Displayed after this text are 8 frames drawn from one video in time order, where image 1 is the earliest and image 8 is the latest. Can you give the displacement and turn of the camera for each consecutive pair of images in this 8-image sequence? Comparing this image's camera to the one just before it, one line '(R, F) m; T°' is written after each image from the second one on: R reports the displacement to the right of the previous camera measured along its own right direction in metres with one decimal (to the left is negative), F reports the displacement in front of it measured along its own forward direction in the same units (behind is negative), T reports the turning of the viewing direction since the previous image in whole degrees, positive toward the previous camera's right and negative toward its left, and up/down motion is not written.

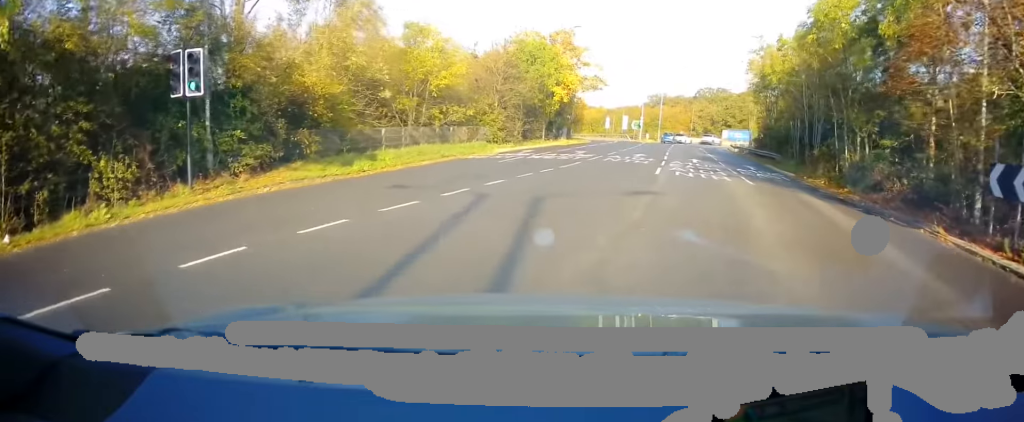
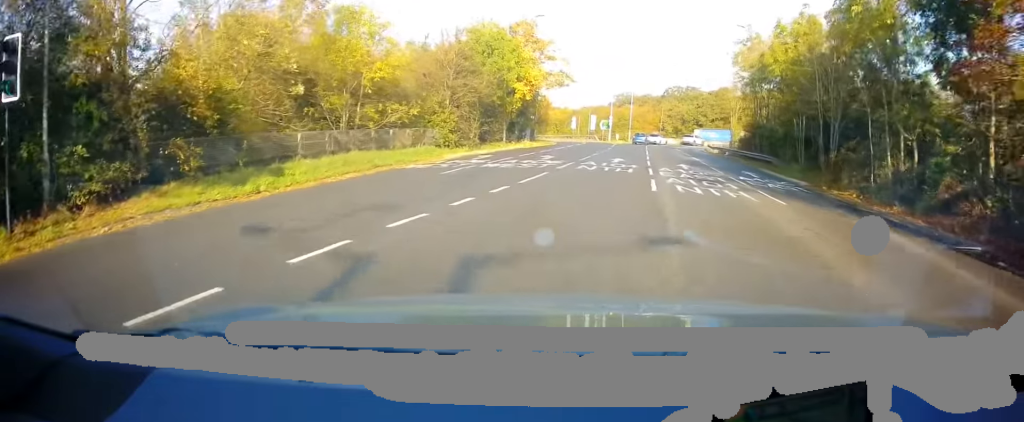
(+0.7, +5.1) m; +2°
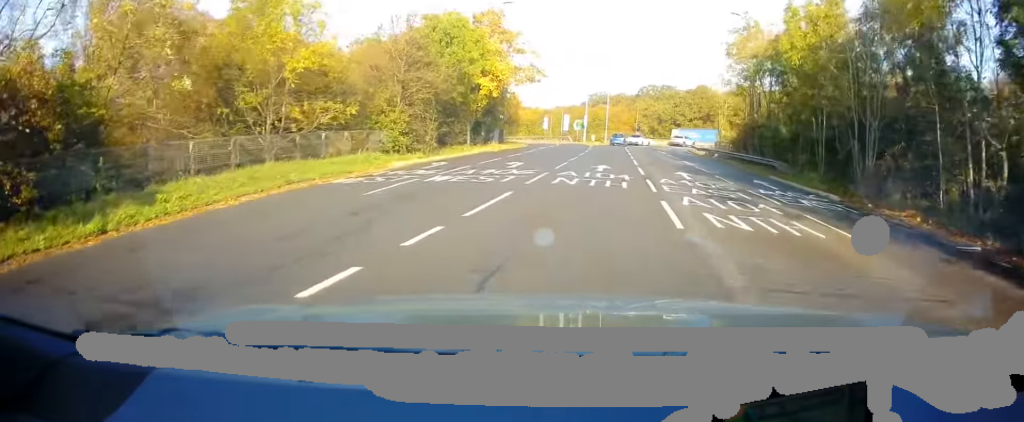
(-0.4, +4.8) m; +2°
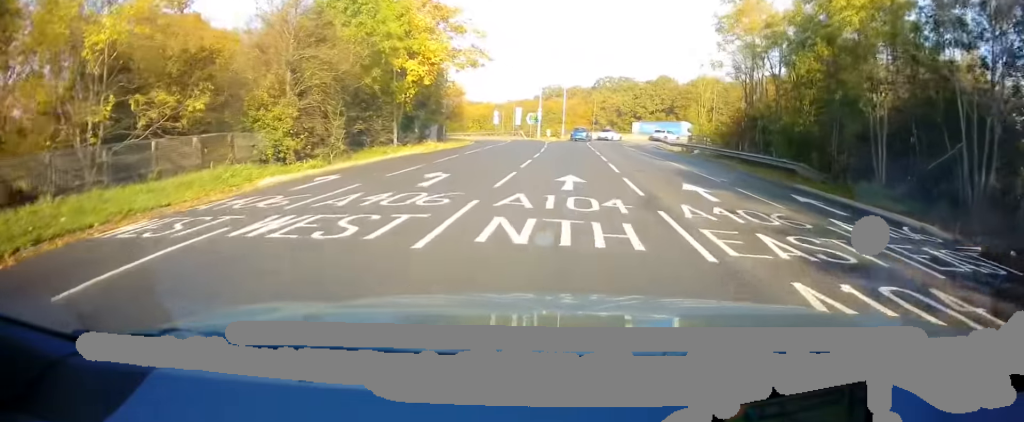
(+0.6, +7.5) m; +7°
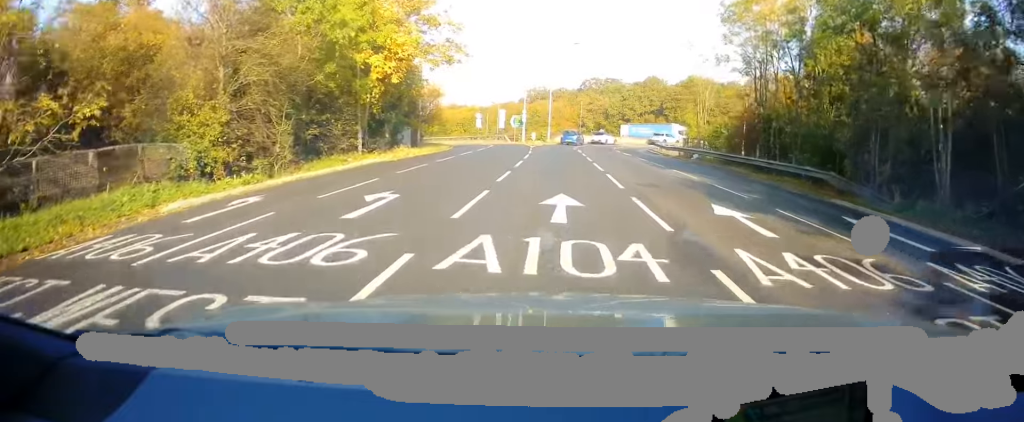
(0.0, +3.8) m; +1°
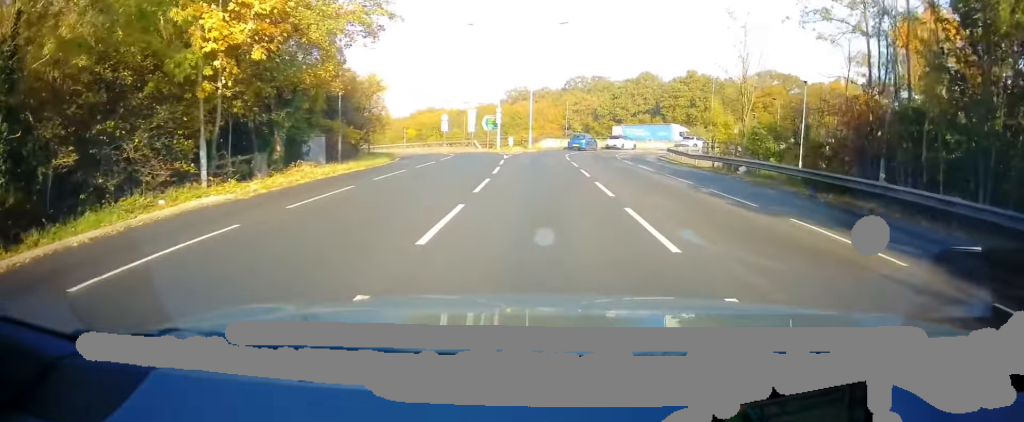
(0.0, +12.2) m; 0°
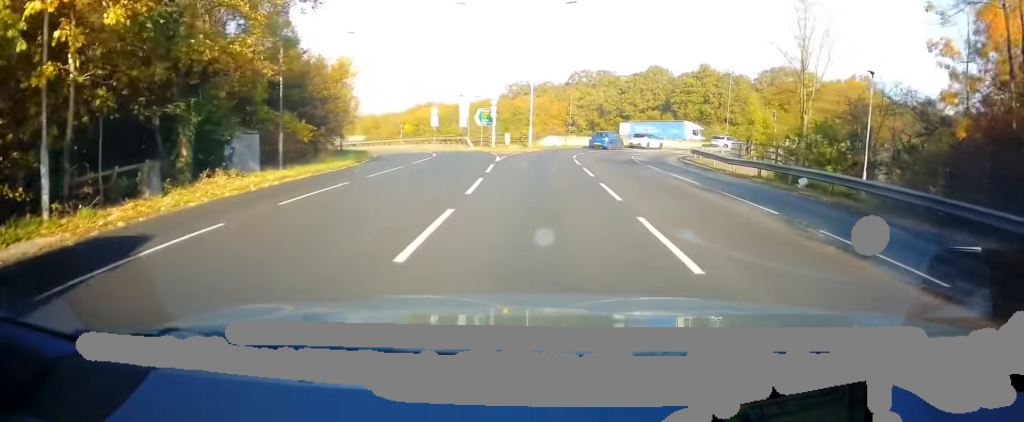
(0.0, +6.3) m; +1°
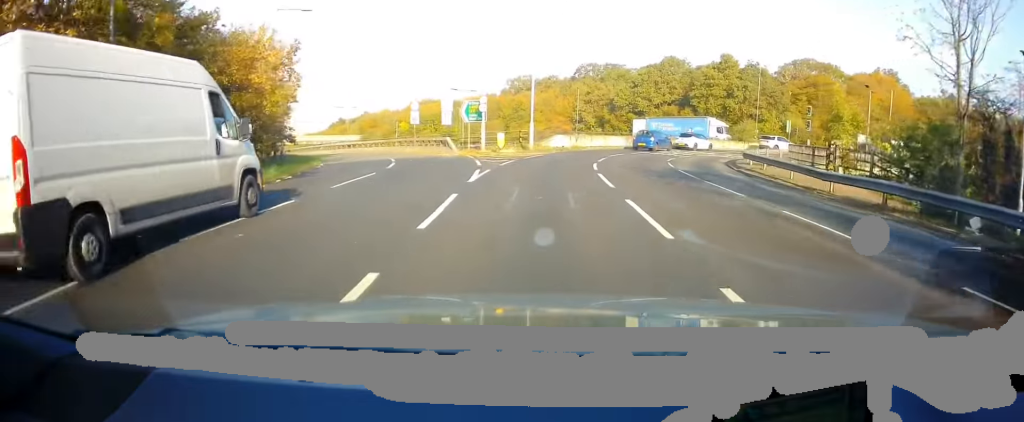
(+0.2, +9.4) m; 0°
